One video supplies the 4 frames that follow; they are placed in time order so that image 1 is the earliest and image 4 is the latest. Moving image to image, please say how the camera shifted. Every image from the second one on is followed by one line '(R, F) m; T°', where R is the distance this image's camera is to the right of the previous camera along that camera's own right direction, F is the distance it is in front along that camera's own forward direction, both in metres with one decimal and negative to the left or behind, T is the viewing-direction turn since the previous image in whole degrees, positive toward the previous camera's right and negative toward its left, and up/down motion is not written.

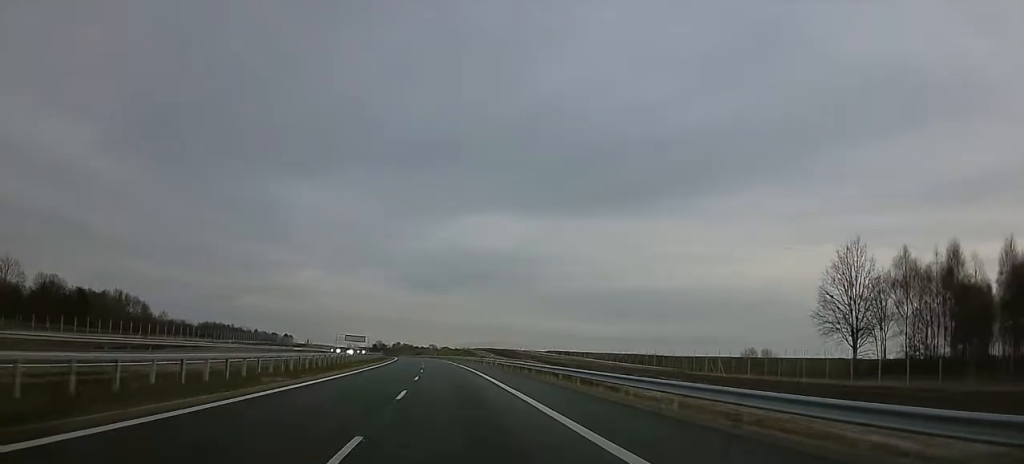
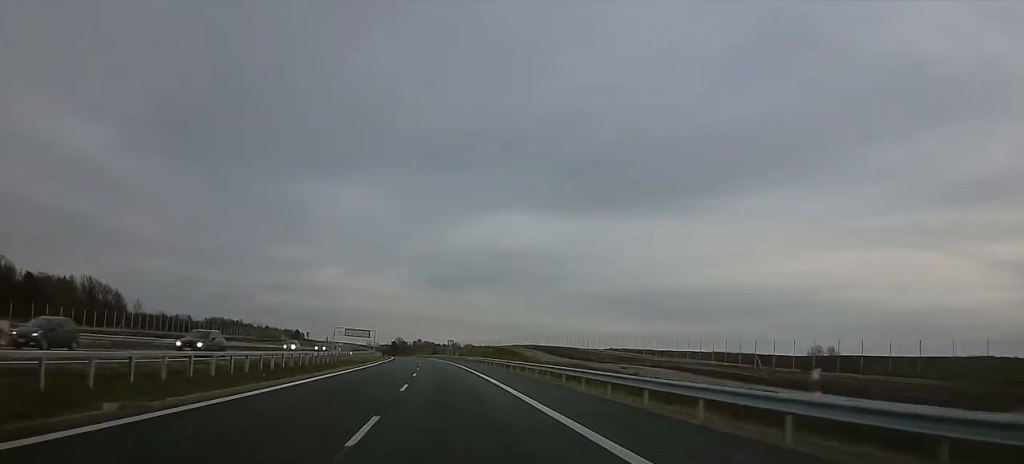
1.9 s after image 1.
(-1.6, +57.6) m; -2°
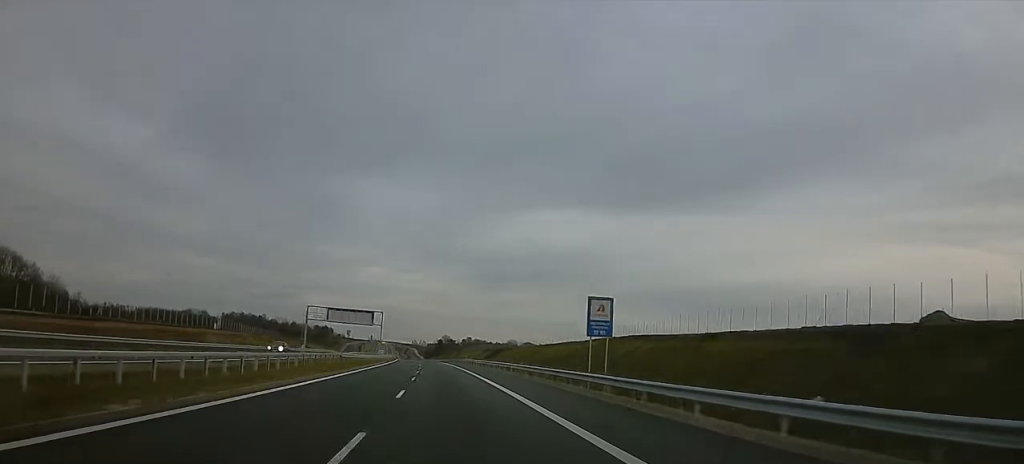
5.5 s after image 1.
(-2.3, +111.7) m; -3°
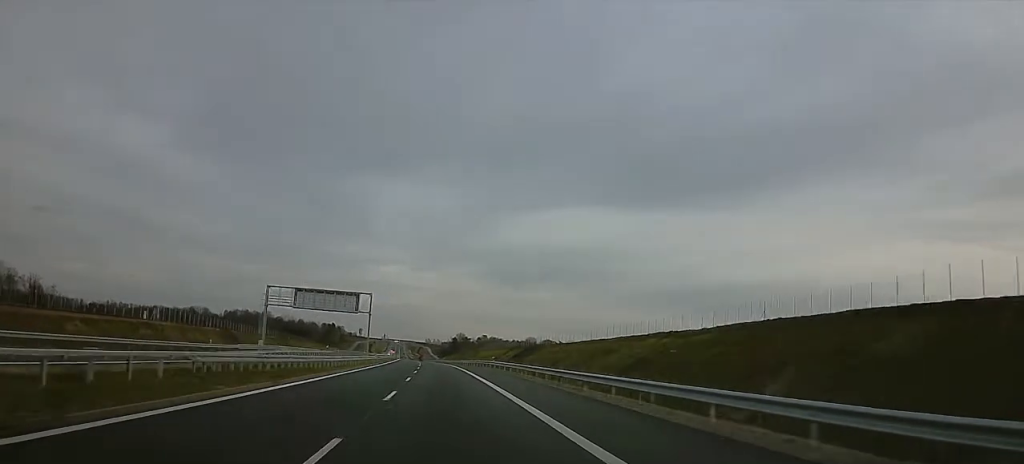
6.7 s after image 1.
(-0.2, +37.2) m; -1°
